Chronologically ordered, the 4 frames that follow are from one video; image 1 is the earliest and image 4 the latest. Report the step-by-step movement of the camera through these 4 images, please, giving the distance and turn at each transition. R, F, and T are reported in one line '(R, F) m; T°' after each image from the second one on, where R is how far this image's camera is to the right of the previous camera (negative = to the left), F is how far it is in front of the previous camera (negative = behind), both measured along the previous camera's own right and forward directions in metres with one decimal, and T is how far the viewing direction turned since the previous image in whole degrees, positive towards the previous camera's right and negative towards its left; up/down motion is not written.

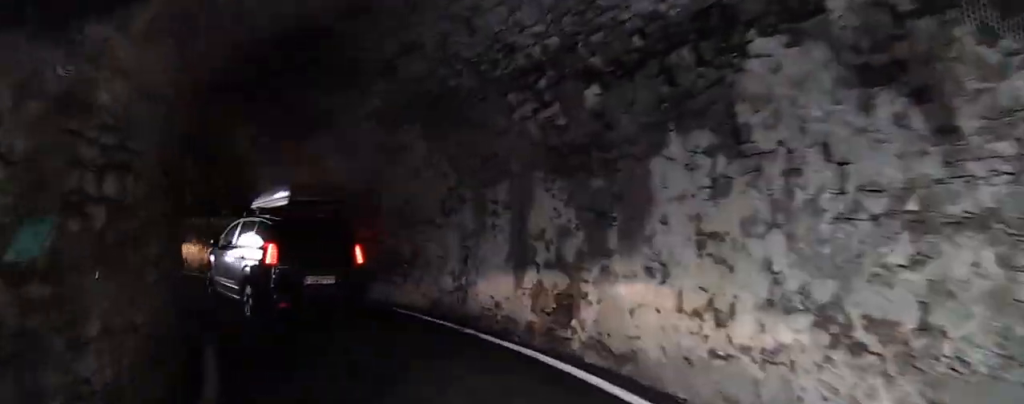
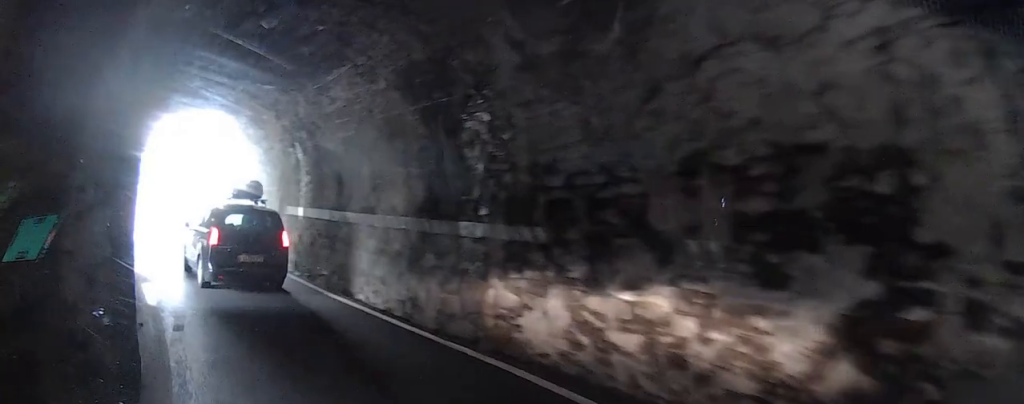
(+0.6, +11.6) m; +5°
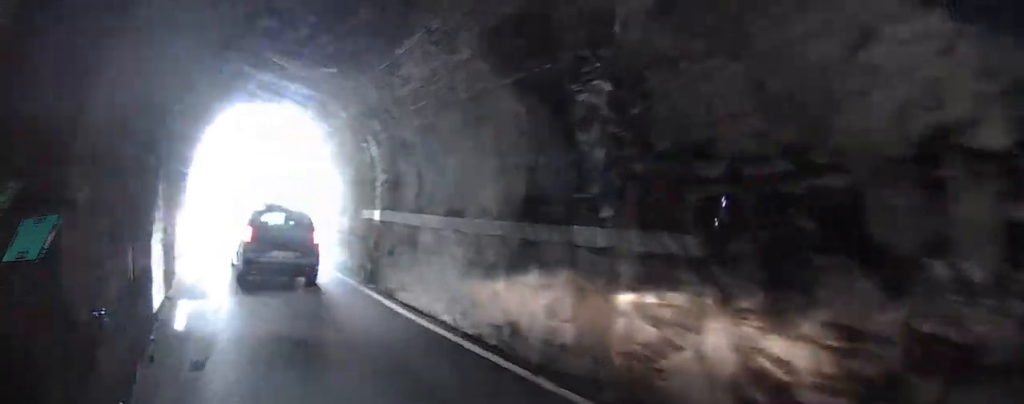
(+0.4, +2.5) m; -5°
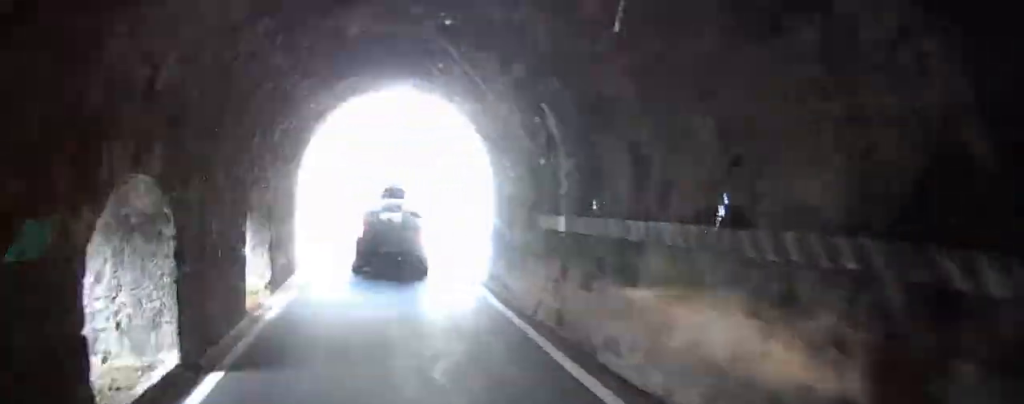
(-1.0, +5.6) m; -28°
